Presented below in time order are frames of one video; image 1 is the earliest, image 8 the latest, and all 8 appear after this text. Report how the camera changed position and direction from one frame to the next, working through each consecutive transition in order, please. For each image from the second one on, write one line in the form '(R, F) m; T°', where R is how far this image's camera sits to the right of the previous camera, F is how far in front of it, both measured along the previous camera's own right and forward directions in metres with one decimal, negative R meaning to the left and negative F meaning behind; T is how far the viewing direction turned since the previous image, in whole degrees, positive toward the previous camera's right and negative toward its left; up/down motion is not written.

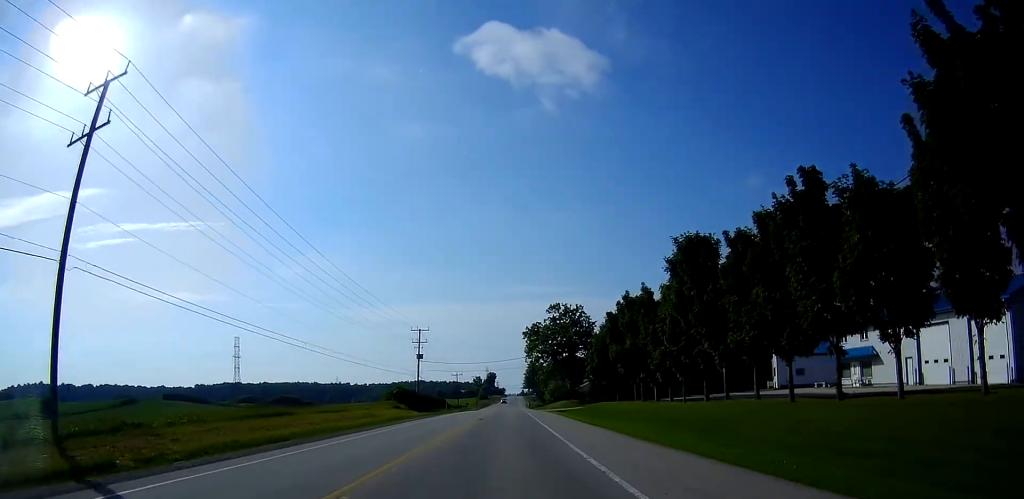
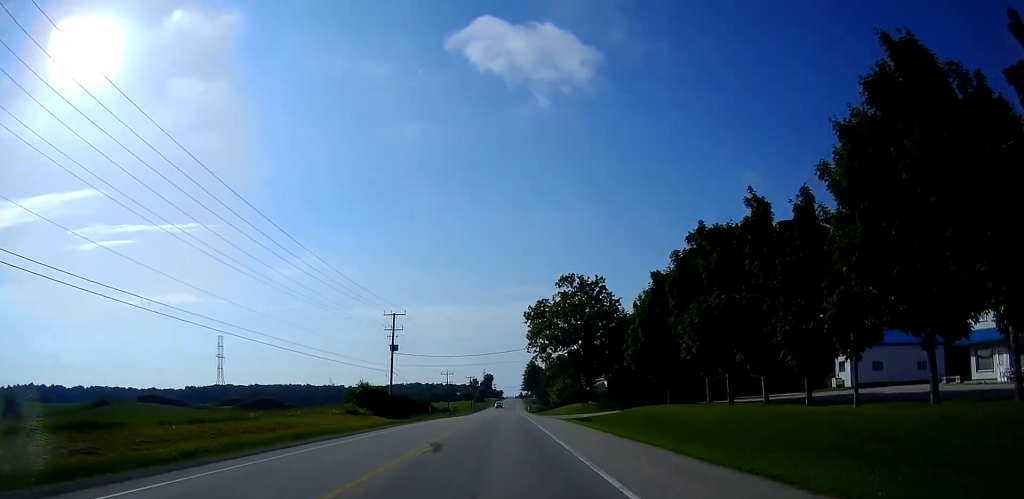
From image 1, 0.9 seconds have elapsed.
(0.0, +19.6) m; 0°
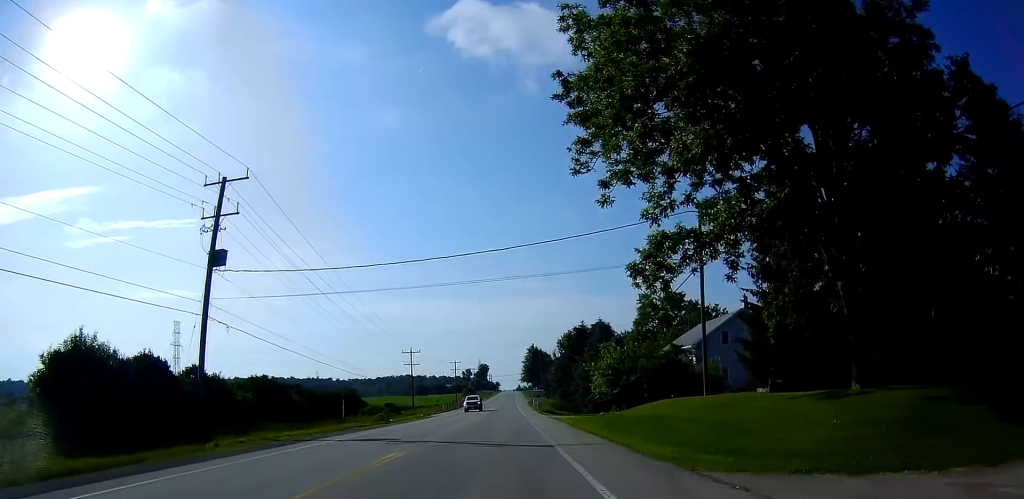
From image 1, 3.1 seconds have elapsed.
(+0.1, +47.2) m; 0°
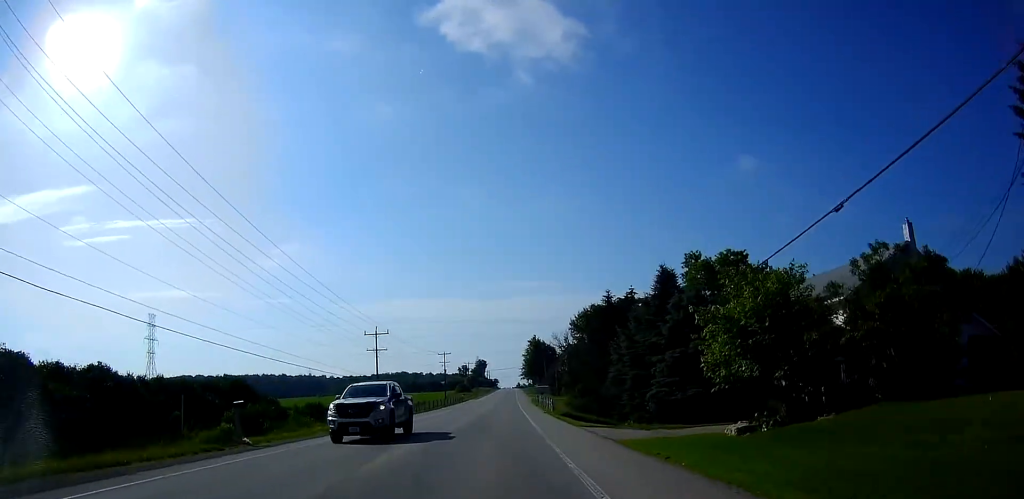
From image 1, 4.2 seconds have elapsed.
(-0.1, +24.0) m; 0°
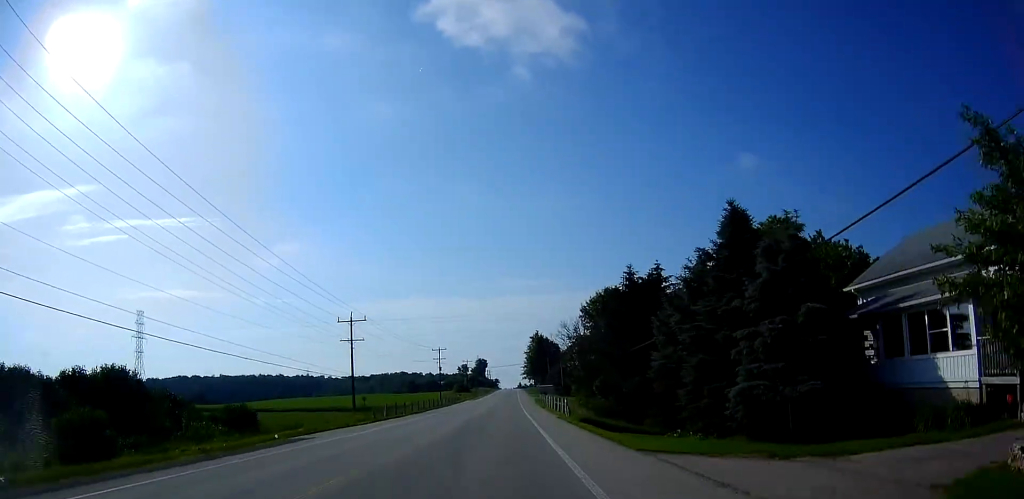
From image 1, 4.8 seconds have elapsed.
(0.0, +11.4) m; 0°
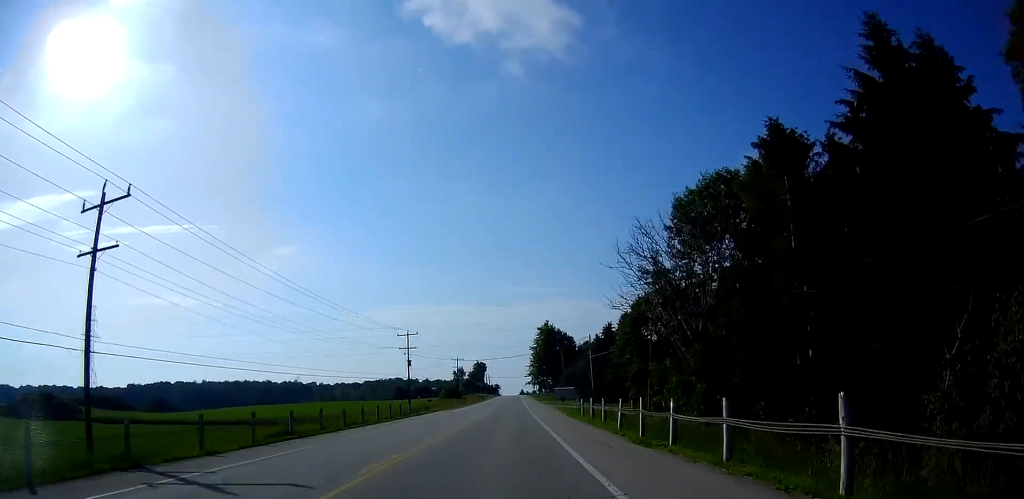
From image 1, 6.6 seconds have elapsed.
(-0.1, +39.7) m; 0°
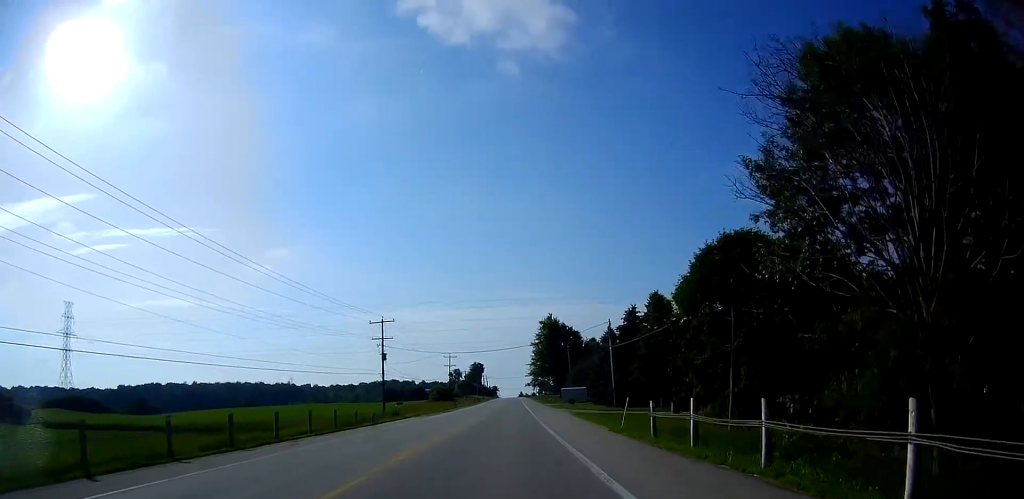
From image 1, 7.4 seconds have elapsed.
(+0.2, +16.1) m; 0°
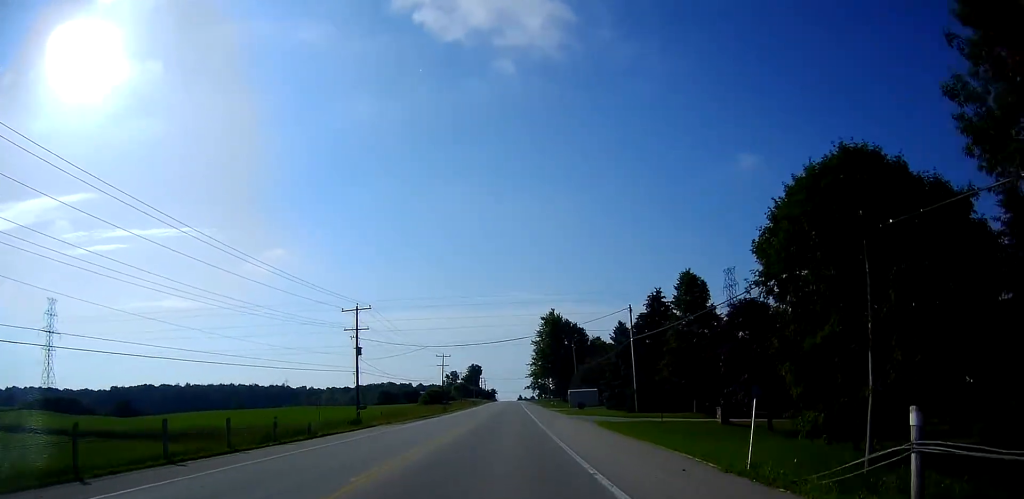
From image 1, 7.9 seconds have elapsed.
(0.0, +11.0) m; 0°
